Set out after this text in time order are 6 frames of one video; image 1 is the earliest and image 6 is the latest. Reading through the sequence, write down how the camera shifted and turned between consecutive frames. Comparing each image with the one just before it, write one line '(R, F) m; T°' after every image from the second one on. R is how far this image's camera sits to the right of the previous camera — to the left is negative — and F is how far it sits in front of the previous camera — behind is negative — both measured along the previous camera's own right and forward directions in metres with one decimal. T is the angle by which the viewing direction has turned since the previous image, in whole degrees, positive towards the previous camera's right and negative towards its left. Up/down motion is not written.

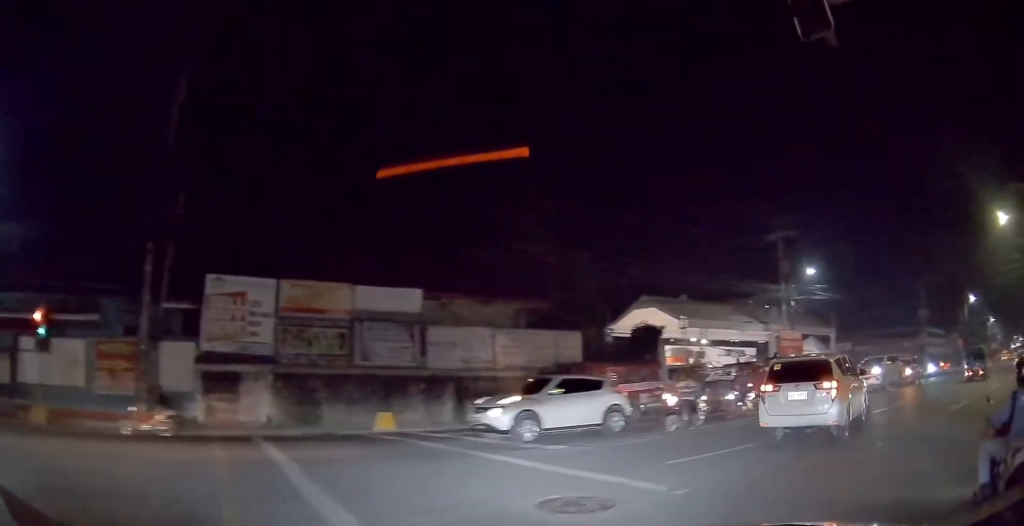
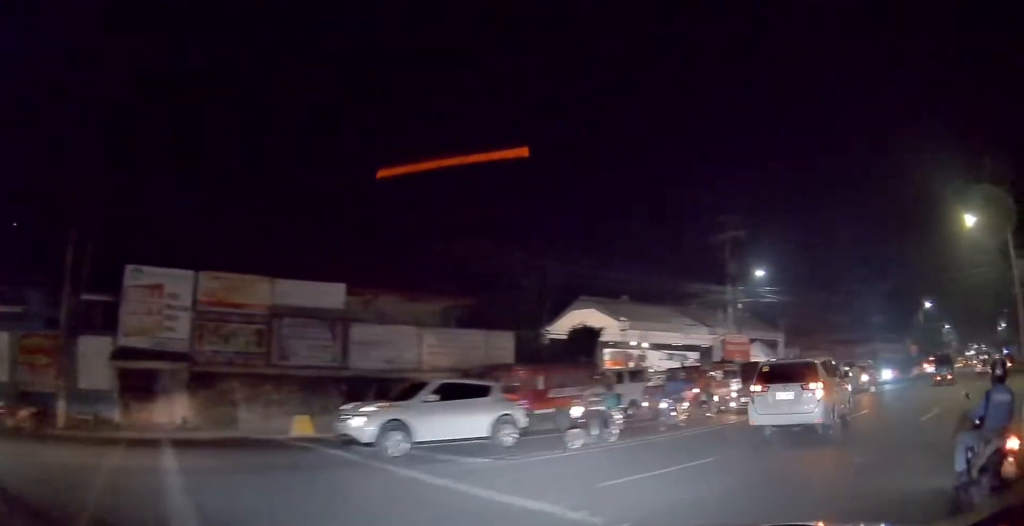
(+0.1, +1.5) m; +5°
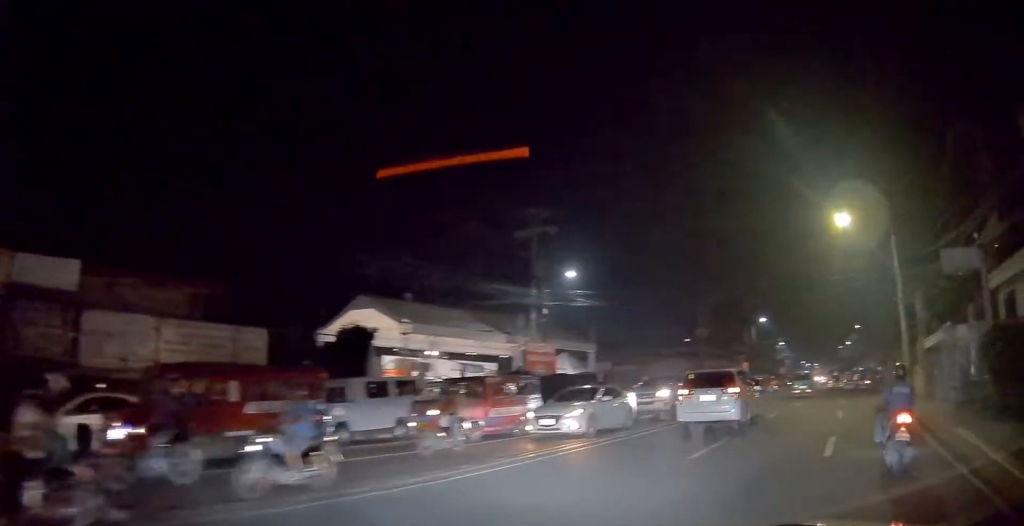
(+0.4, +4.6) m; +7°
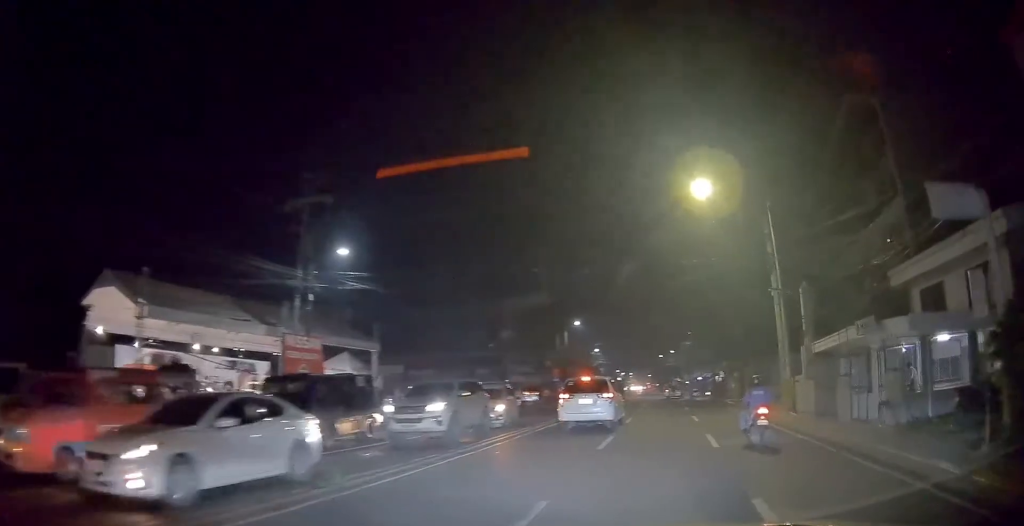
(+0.5, +6.6) m; +18°
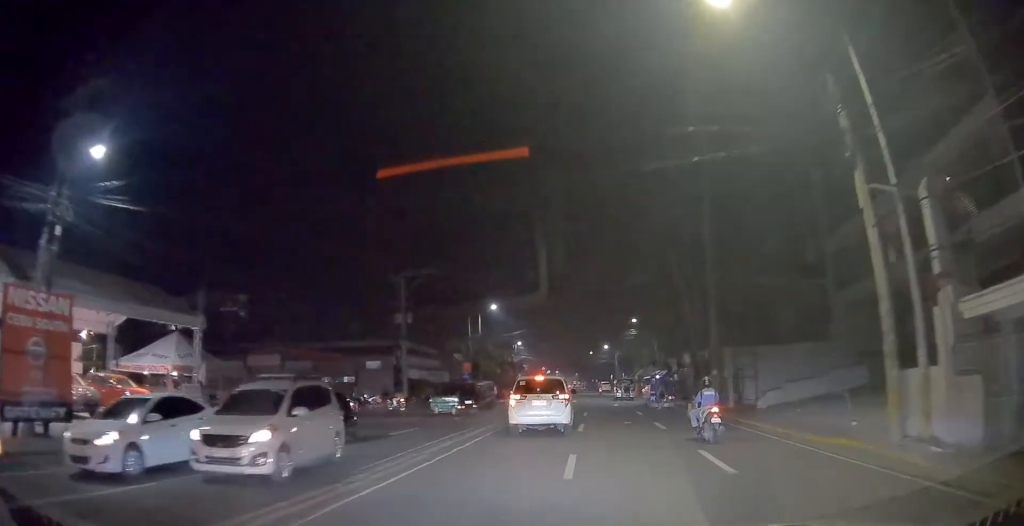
(+1.4, +12.9) m; +2°
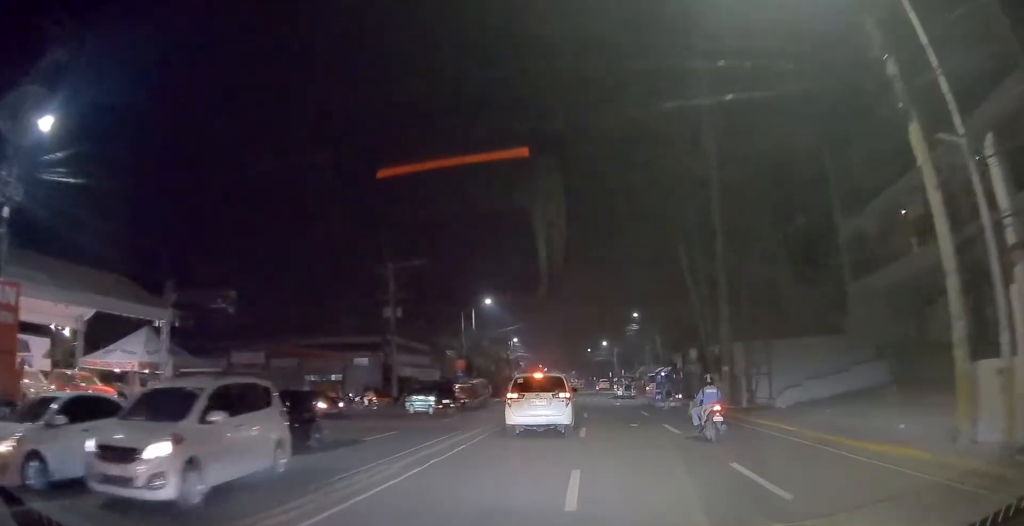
(-0.3, +2.5) m; 0°
